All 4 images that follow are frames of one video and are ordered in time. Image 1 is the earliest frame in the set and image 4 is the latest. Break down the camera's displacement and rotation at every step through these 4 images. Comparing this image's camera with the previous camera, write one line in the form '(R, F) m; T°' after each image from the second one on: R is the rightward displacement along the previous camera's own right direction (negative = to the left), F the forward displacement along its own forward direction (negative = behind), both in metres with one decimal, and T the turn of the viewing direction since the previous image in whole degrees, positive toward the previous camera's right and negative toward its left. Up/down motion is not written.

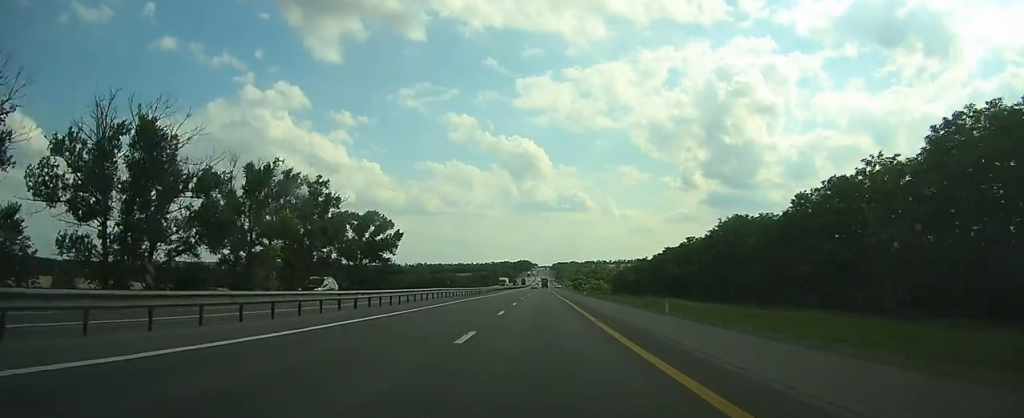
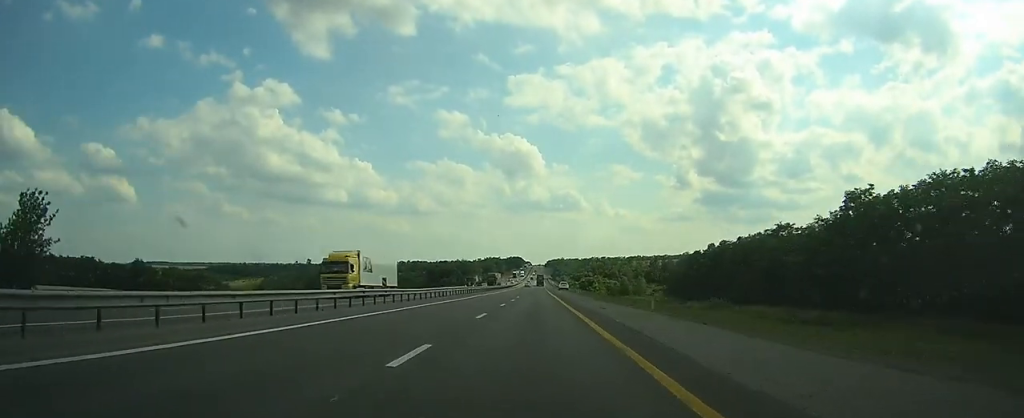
(+0.4, +99.4) m; +1°
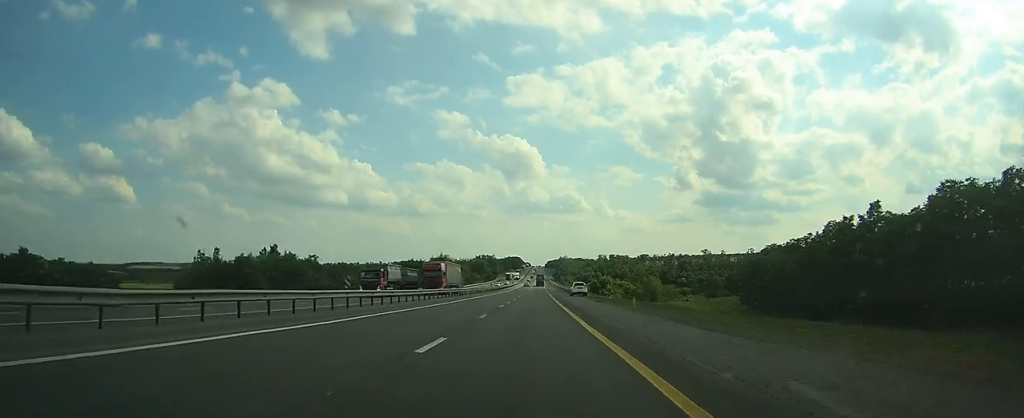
(0.0, +45.8) m; 0°
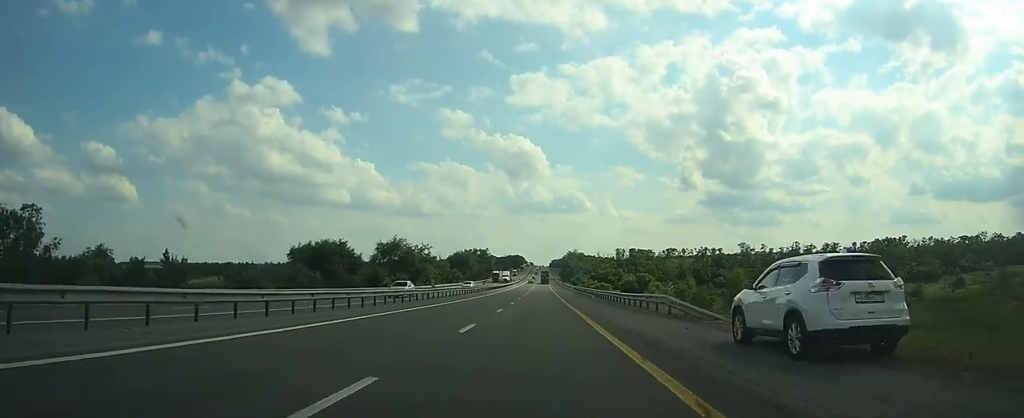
(-0.3, +60.4) m; -1°
